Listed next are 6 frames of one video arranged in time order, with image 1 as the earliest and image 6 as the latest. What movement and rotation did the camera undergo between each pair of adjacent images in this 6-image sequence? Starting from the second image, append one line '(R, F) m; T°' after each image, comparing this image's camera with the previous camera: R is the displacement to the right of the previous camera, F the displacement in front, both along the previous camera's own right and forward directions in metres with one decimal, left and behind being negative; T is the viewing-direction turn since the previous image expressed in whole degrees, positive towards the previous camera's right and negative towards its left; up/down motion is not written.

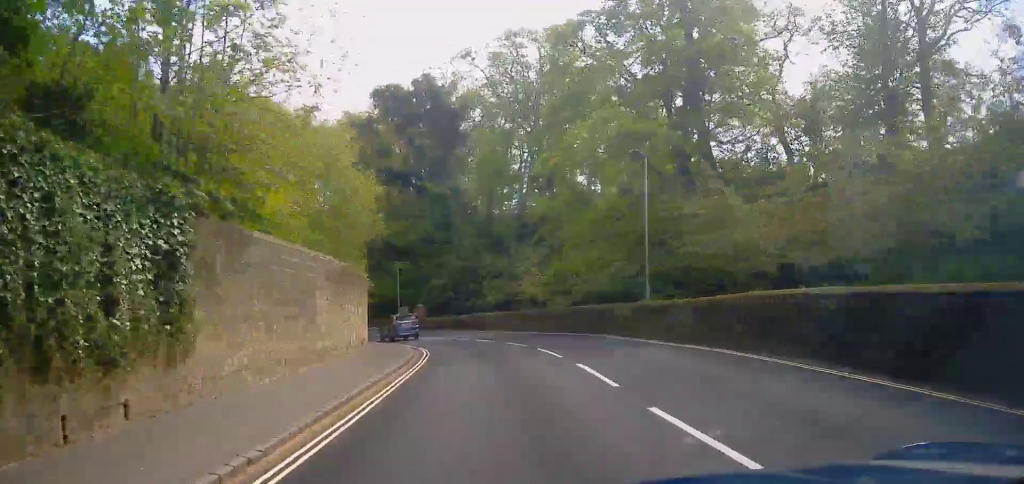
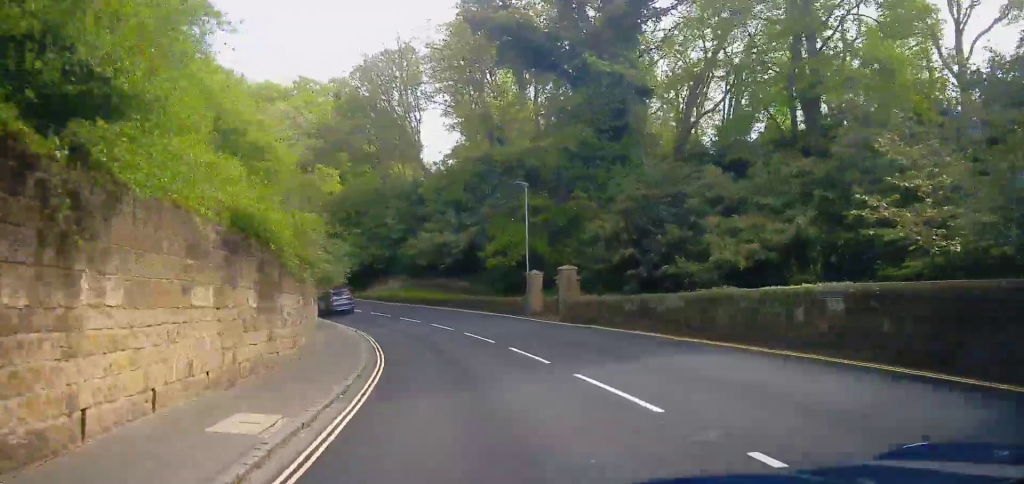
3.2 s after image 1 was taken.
(-2.3, +28.3) m; -15°
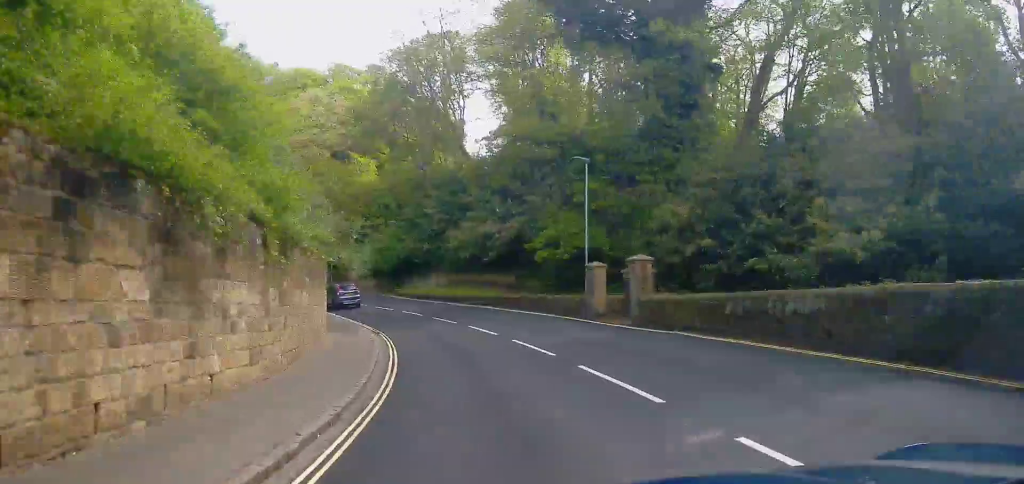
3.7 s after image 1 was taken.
(+0.2, +4.6) m; -5°
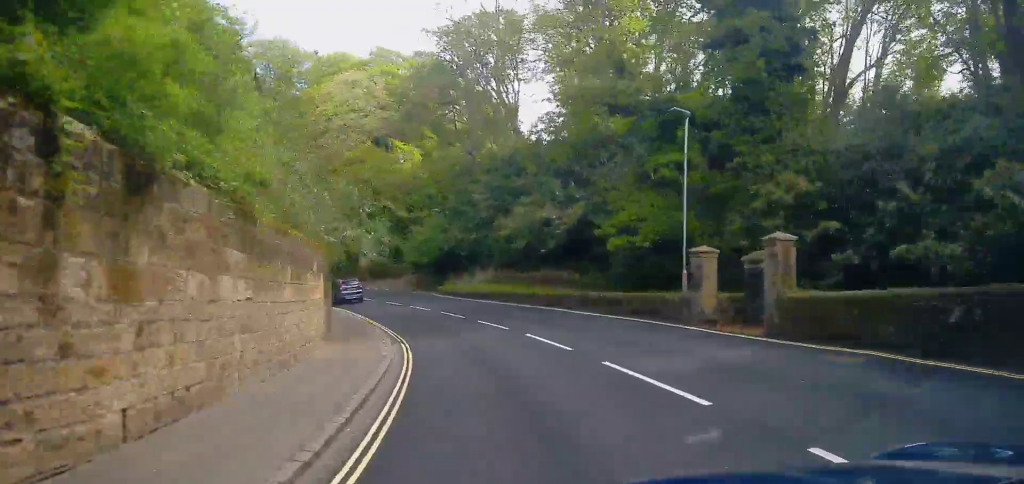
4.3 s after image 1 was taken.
(-0.4, +6.1) m; -7°
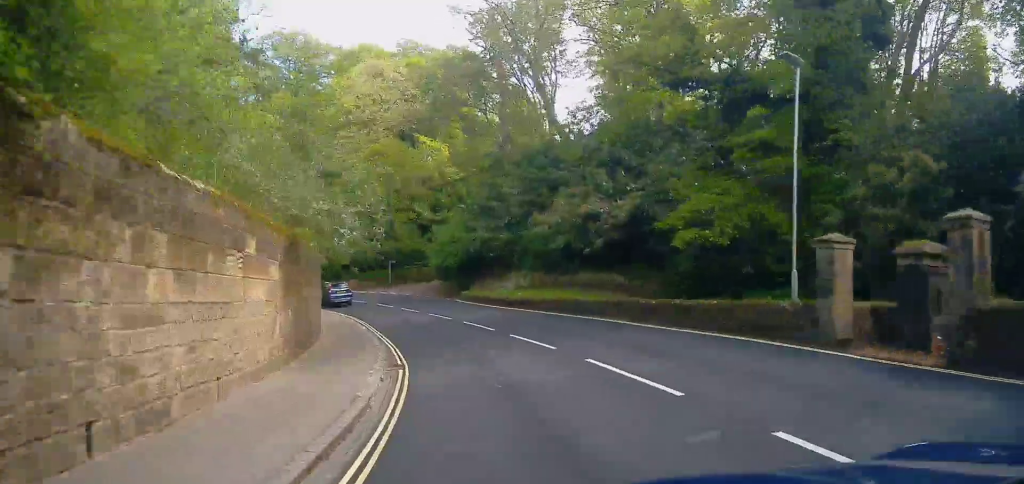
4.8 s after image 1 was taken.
(-0.6, +5.1) m; -5°
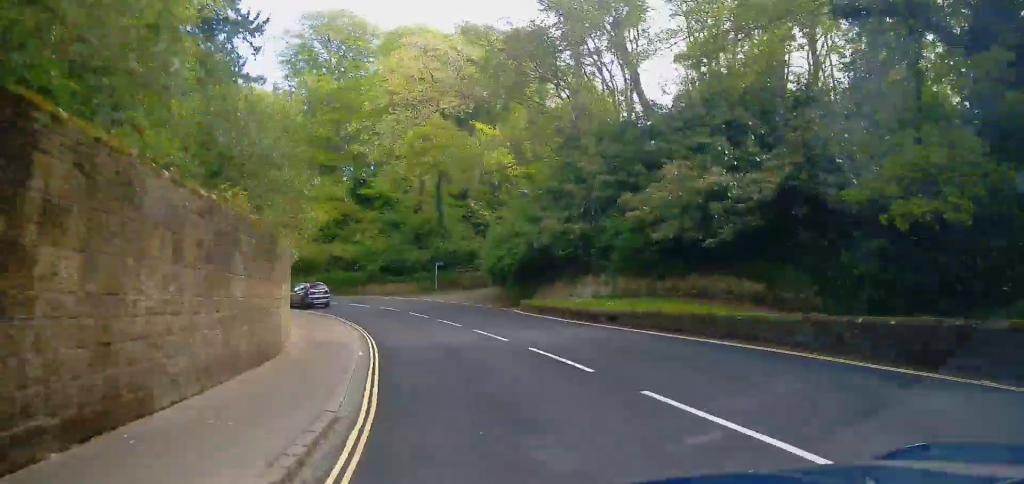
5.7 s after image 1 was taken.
(-0.2, +8.5) m; -2°
